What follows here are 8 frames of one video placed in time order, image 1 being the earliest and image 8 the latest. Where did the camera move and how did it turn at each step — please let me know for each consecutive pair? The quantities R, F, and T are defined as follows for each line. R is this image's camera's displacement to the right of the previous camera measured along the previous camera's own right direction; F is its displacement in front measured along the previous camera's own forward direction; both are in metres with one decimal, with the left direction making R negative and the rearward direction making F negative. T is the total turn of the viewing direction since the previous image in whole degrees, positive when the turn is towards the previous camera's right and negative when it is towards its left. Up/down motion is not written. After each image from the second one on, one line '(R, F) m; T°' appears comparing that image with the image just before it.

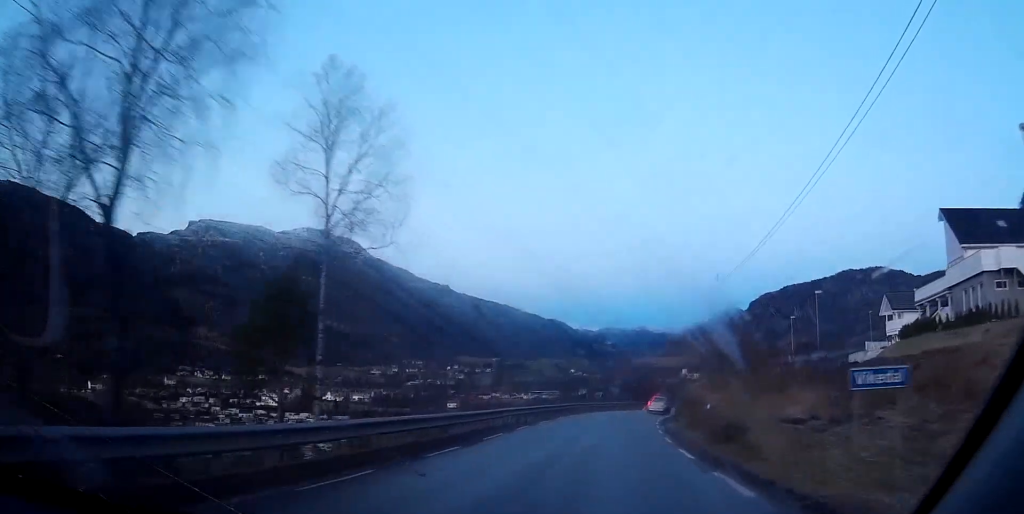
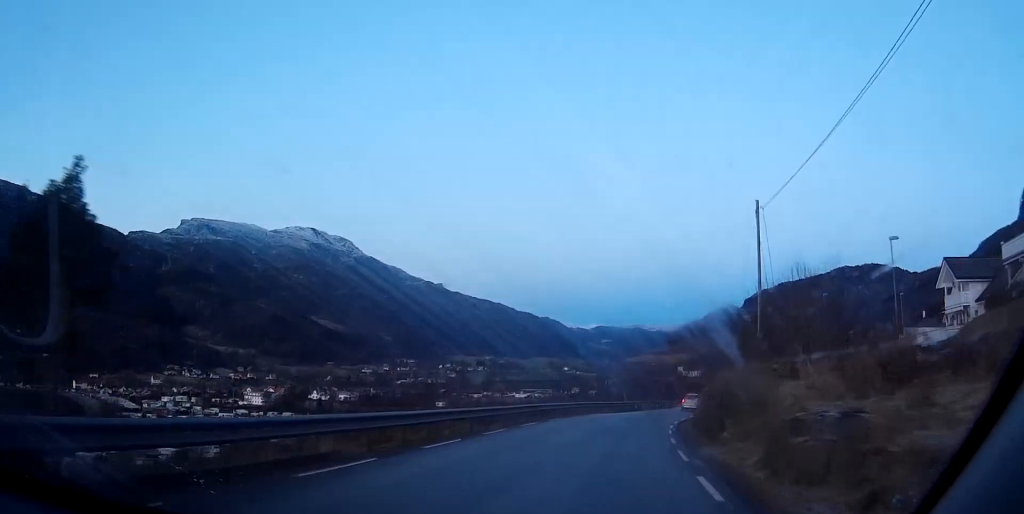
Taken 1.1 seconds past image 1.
(+0.3, +17.6) m; +1°
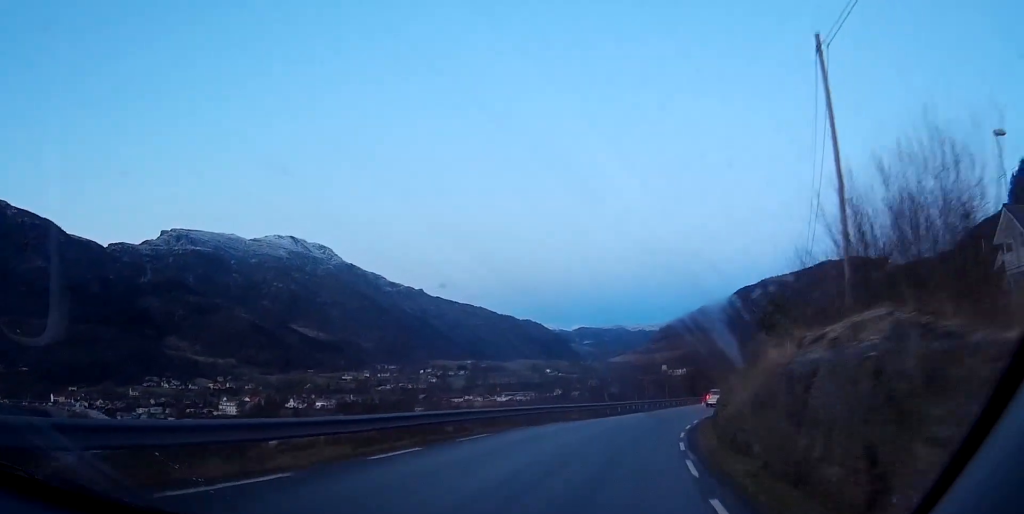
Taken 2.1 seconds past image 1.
(0.0, +14.8) m; +1°
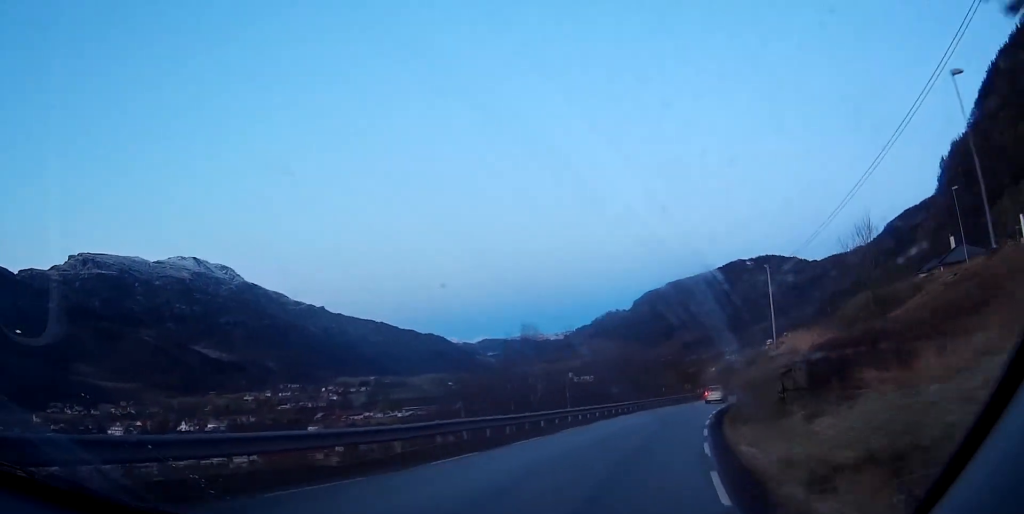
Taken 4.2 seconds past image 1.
(+1.9, +33.6) m; +7°
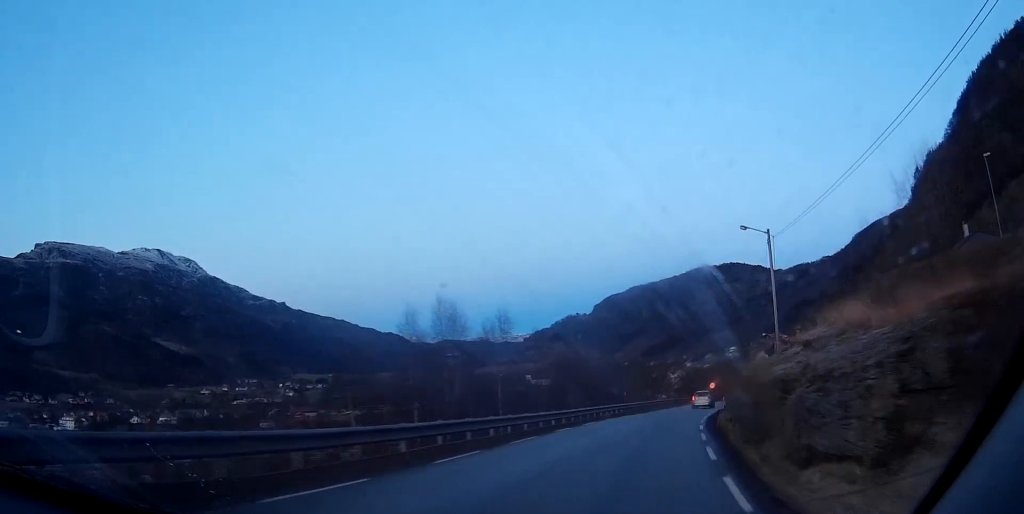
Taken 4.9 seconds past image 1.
(+0.4, +12.5) m; +3°
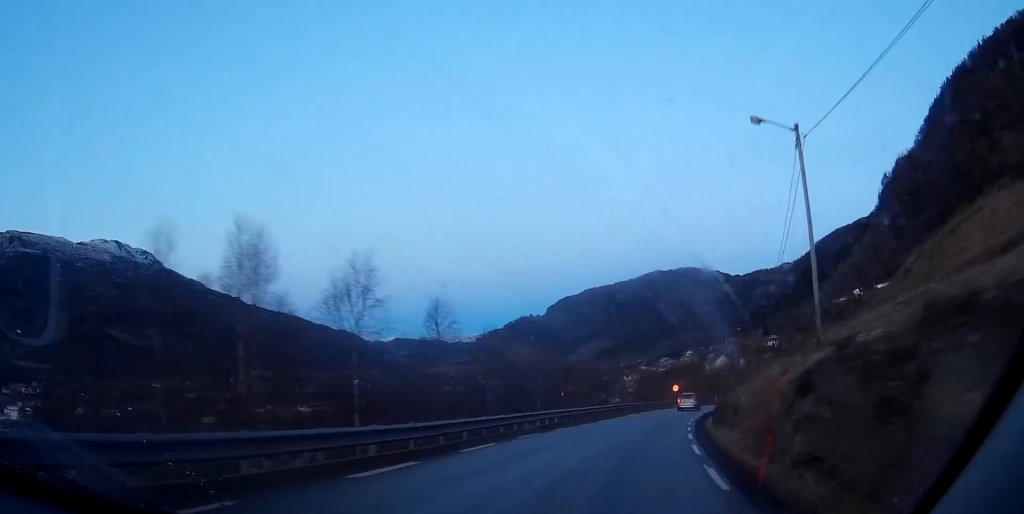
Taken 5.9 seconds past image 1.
(+0.5, +15.7) m; +3°
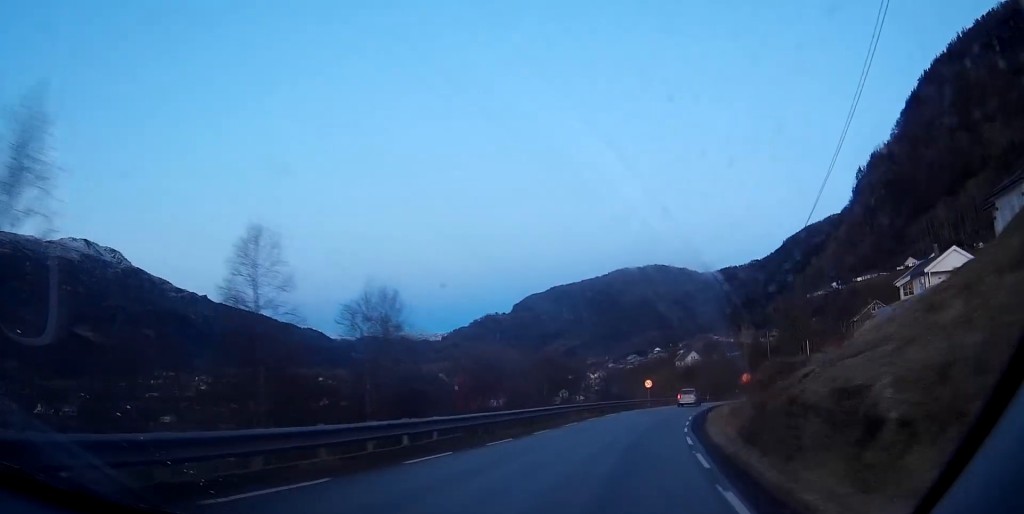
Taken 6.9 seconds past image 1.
(+0.3, +15.5) m; +3°
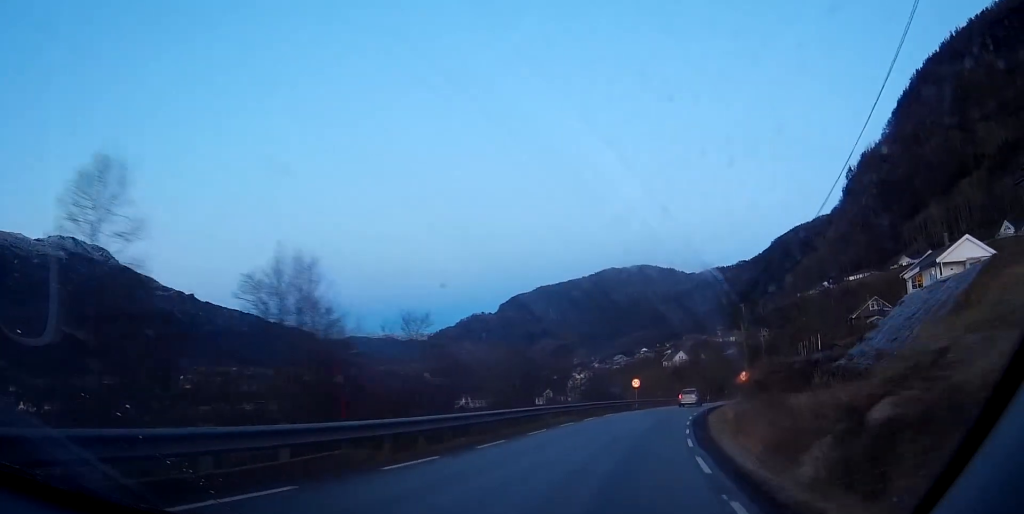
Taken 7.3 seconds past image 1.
(+0.1, +7.0) m; +2°
